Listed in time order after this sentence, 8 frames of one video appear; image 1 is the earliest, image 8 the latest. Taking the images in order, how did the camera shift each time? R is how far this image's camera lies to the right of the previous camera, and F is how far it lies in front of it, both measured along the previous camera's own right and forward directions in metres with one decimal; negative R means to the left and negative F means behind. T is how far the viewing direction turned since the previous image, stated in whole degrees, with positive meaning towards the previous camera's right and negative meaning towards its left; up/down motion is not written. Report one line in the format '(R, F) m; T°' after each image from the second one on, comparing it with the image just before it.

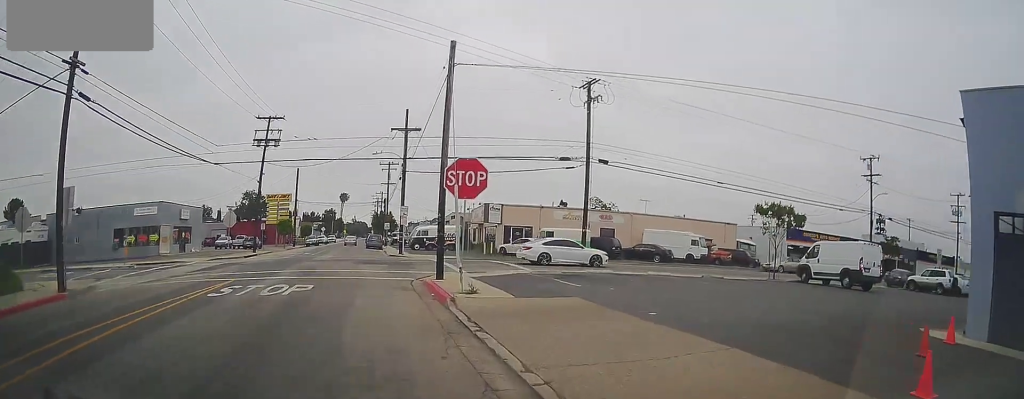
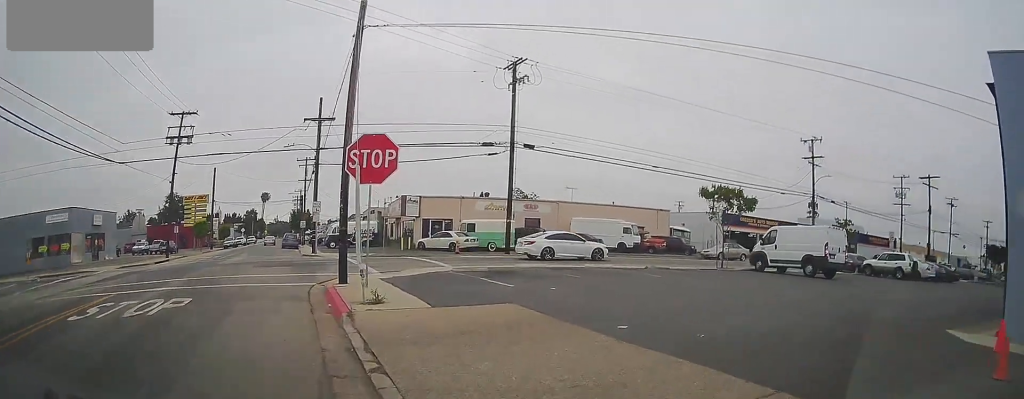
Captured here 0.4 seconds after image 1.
(0.0, +3.1) m; +7°
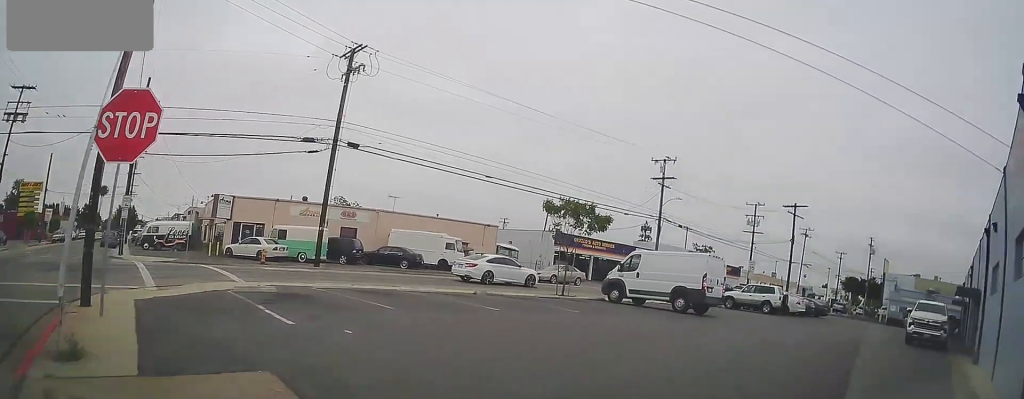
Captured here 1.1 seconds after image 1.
(+0.5, +4.3) m; +15°
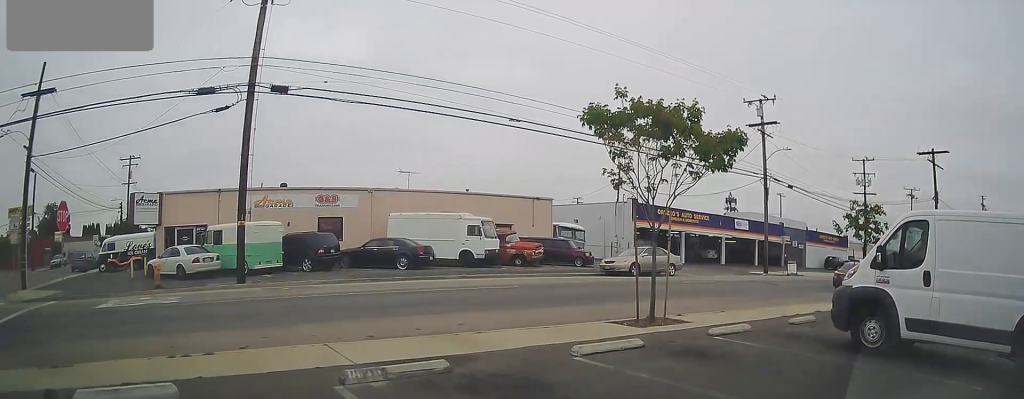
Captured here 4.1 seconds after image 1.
(+3.8, +13.1) m; -4°
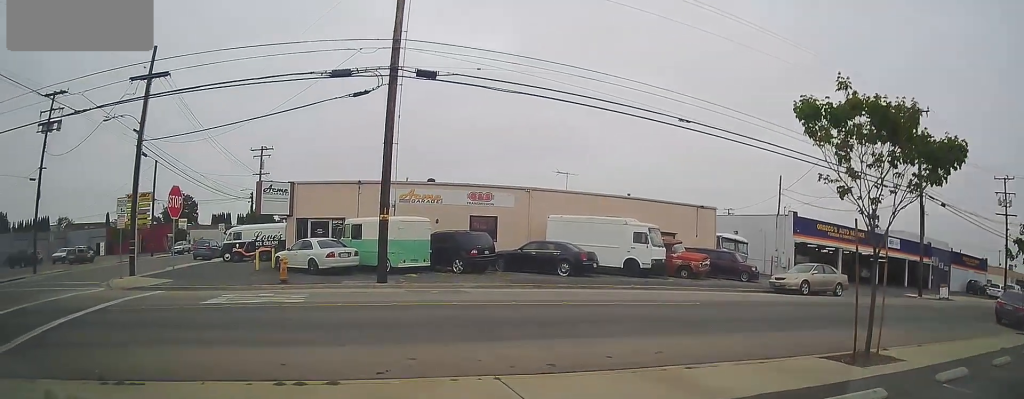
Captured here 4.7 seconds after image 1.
(-0.2, +2.2) m; -16°
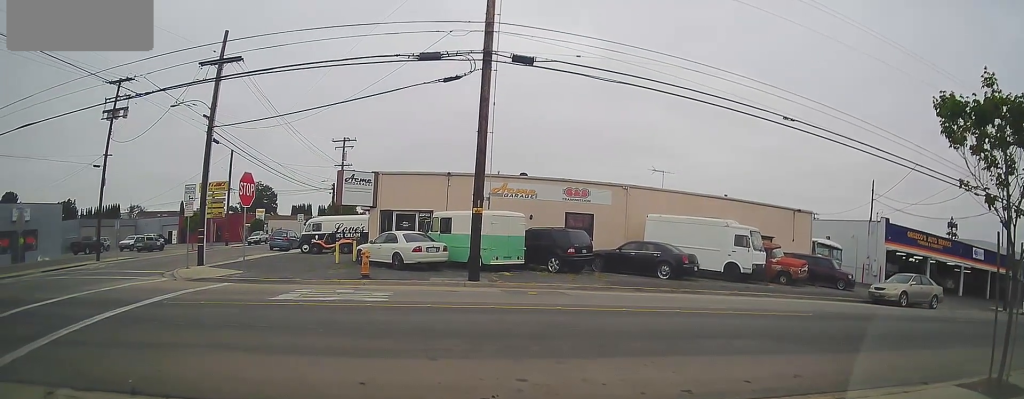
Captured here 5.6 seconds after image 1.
(-0.6, +1.4) m; 0°
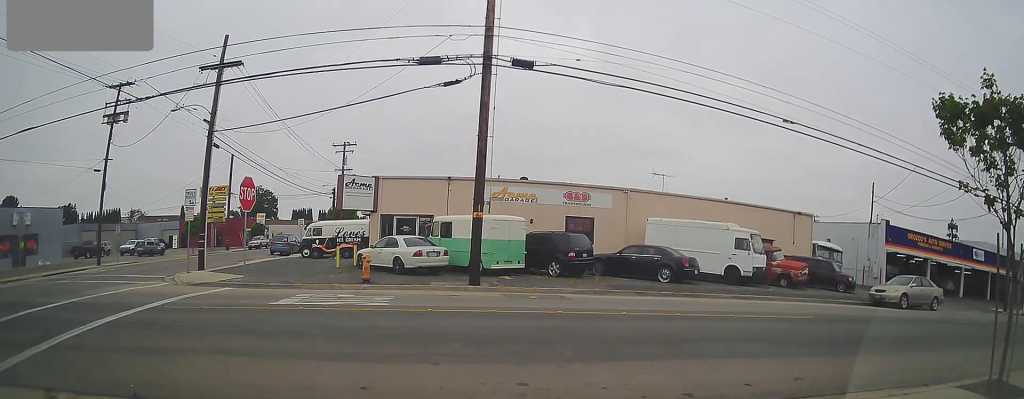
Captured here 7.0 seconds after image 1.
(-0.1, +0.5) m; 0°
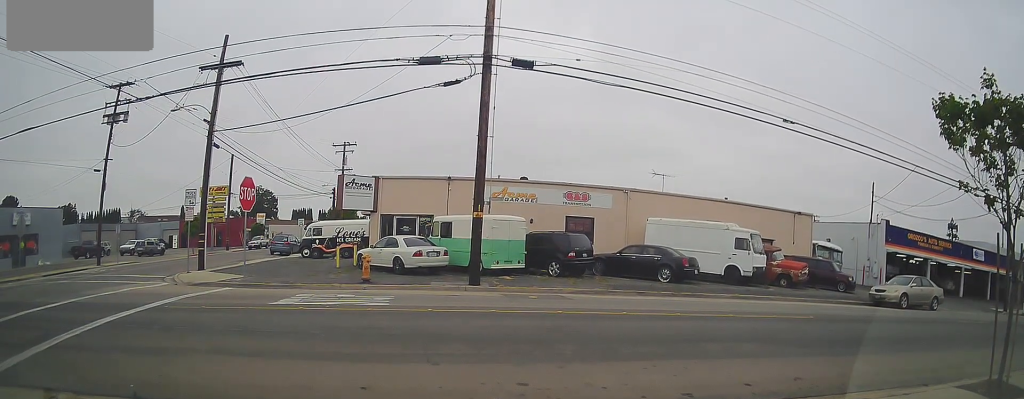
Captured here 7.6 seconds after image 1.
(0.0, 0.0) m; 0°
